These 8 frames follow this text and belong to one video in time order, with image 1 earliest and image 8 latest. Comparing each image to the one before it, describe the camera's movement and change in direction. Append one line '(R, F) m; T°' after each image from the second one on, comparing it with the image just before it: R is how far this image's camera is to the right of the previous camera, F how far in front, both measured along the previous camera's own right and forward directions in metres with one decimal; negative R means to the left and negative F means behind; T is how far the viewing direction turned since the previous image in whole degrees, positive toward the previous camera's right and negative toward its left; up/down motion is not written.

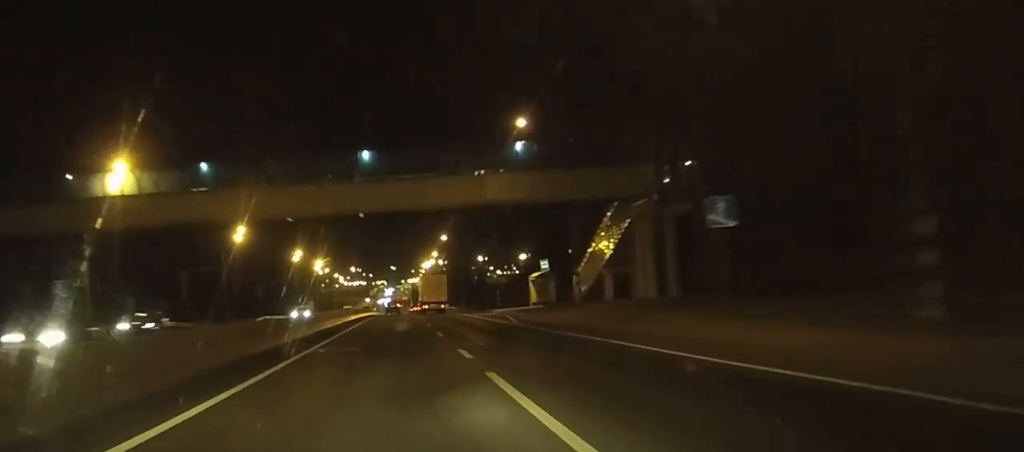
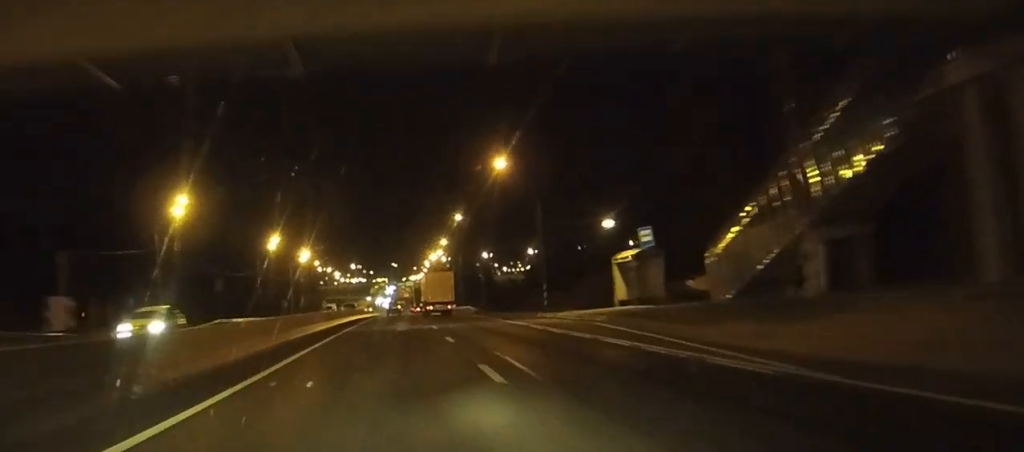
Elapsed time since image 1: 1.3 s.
(-0.1, +29.1) m; 0°
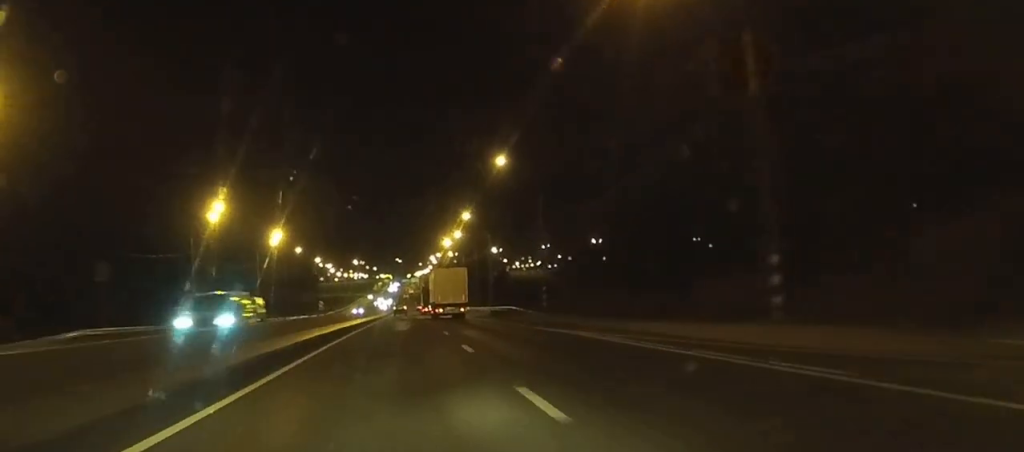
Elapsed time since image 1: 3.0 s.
(-0.2, +39.2) m; 0°
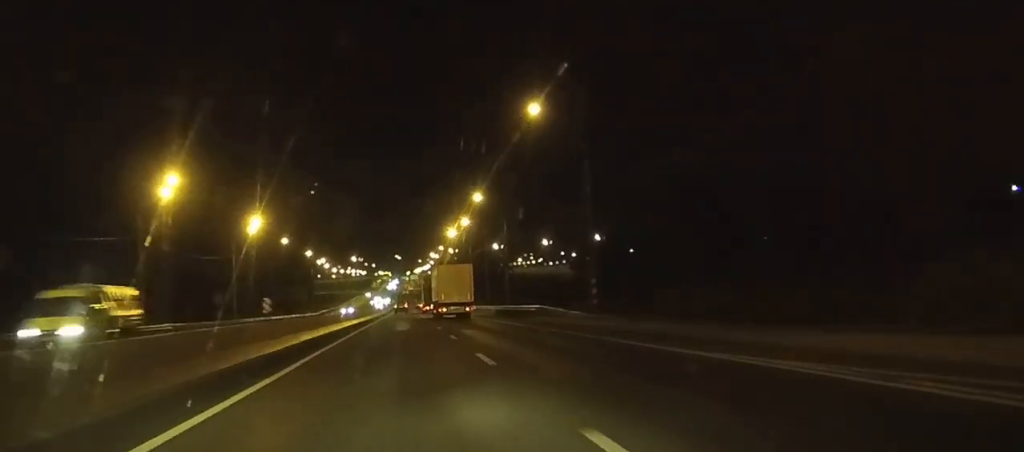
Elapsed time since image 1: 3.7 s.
(0.0, +16.0) m; 0°
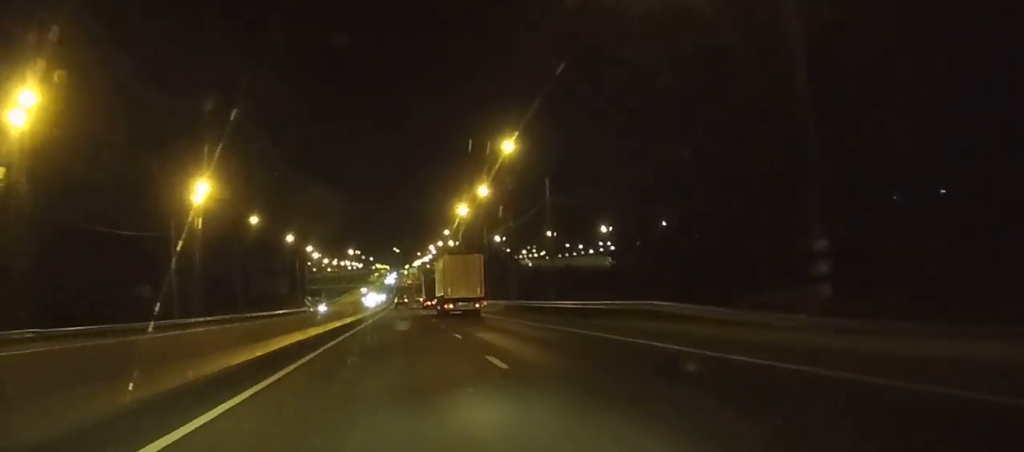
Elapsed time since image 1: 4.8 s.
(+0.1, +25.4) m; 0°
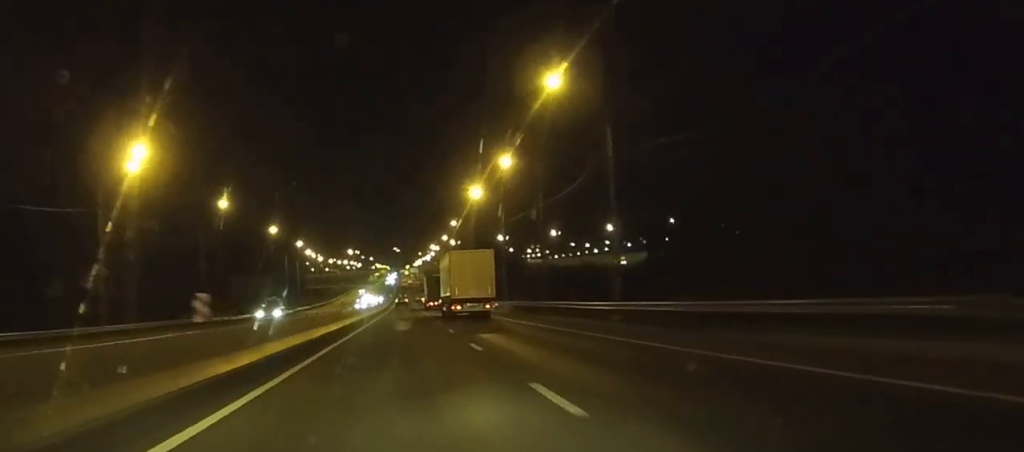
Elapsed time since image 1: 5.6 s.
(0.0, +17.9) m; 0°
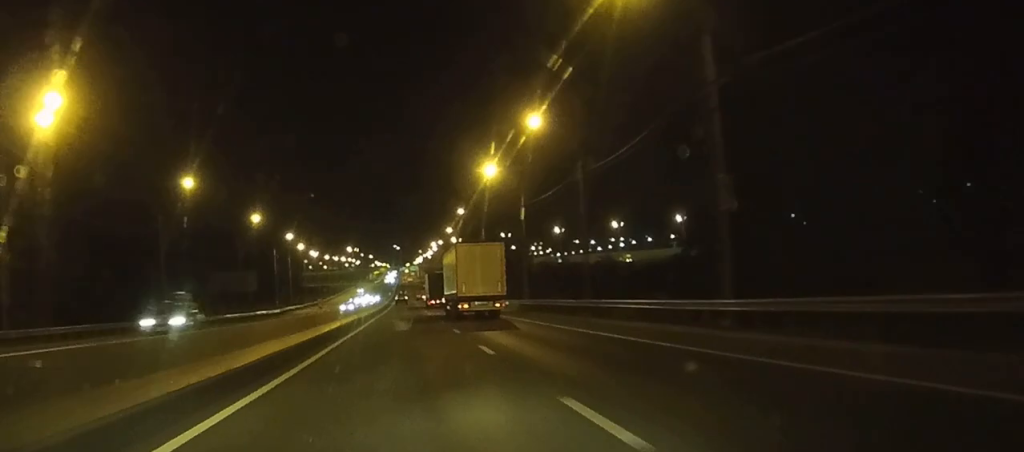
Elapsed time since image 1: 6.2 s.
(0.0, +14.1) m; 0°
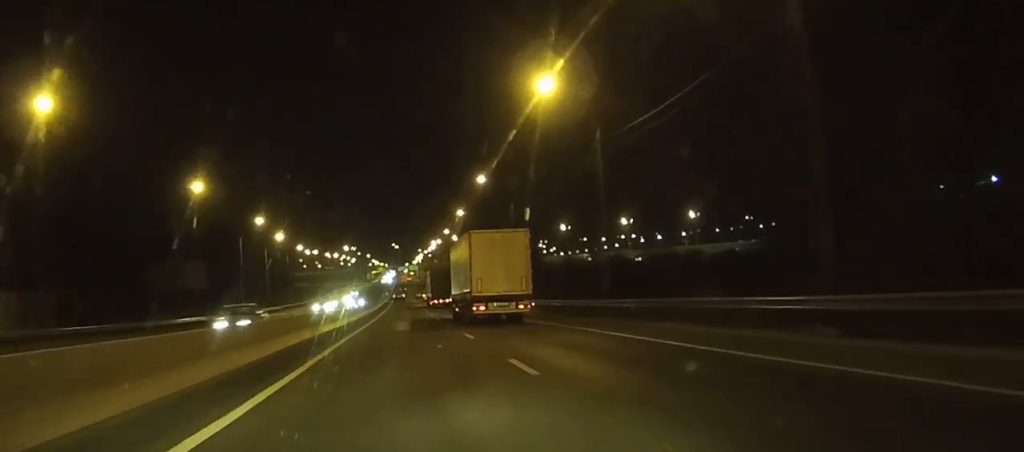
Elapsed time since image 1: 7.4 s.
(0.0, +29.1) m; 0°
